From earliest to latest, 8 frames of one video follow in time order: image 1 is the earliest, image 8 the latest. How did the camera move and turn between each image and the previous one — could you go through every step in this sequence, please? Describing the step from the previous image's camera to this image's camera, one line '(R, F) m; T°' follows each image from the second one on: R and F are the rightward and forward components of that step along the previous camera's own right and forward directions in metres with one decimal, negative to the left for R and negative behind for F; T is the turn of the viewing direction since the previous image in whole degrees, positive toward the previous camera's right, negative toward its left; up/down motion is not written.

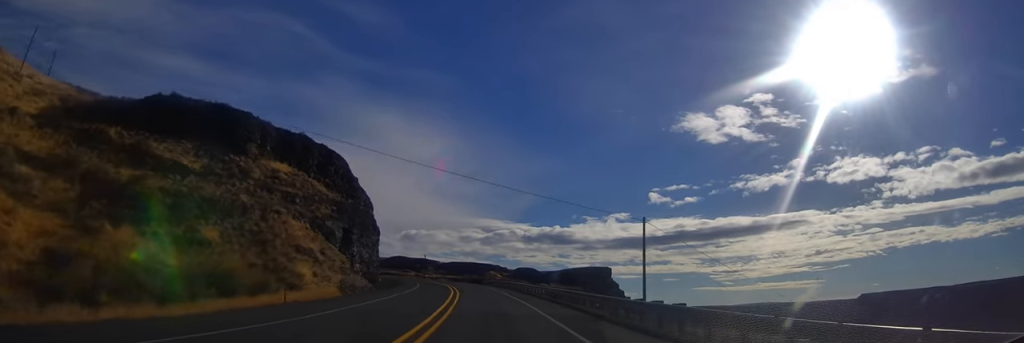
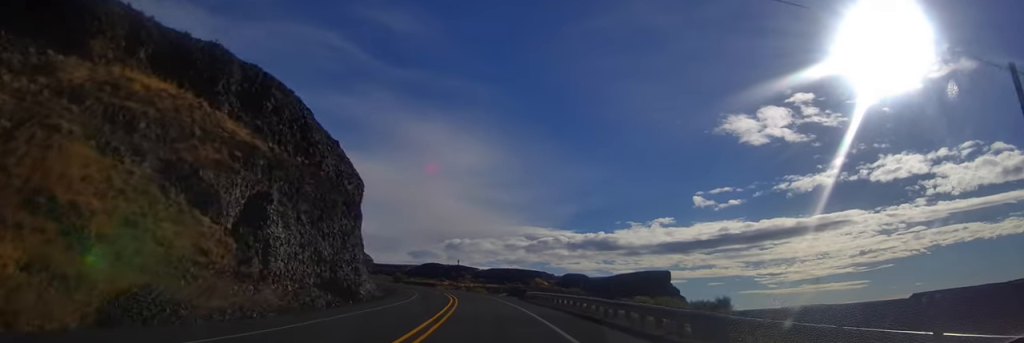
(-1.2, +36.5) m; -4°
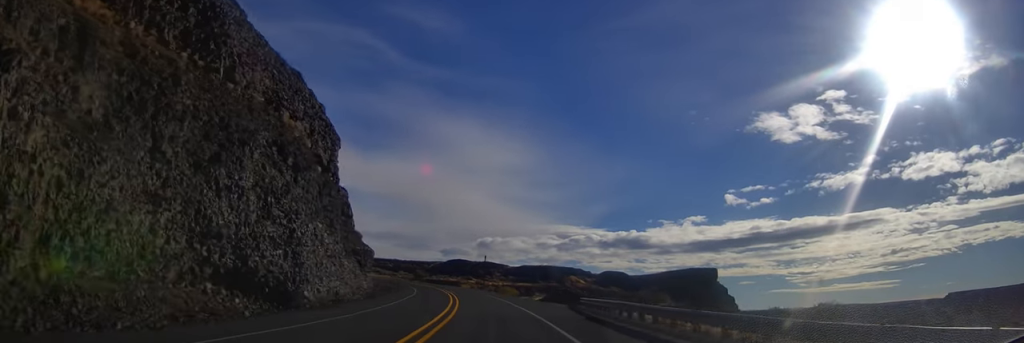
(-0.6, +25.3) m; -3°
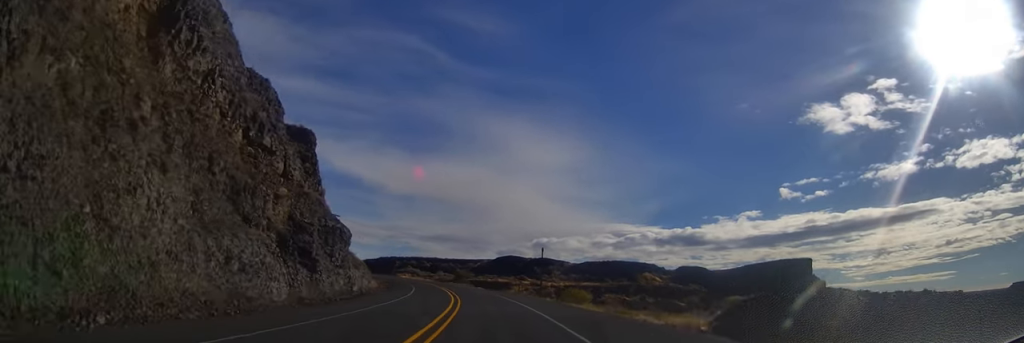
(-1.5, +42.2) m; -5°
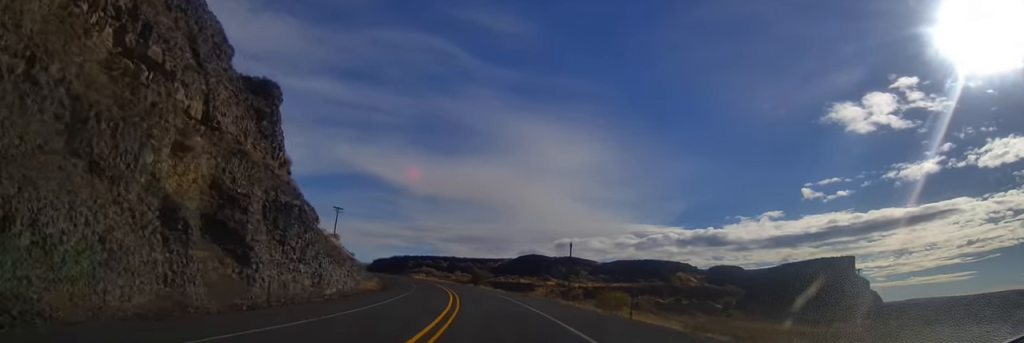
(-0.4, +15.9) m; -3°
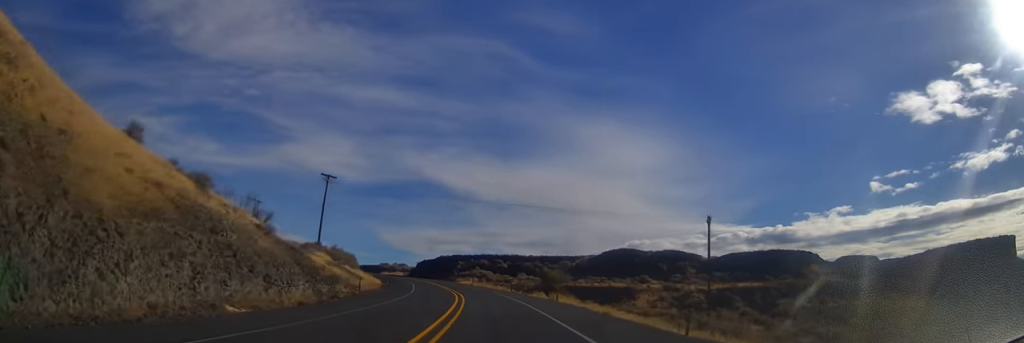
(-3.5, +49.6) m; -7°
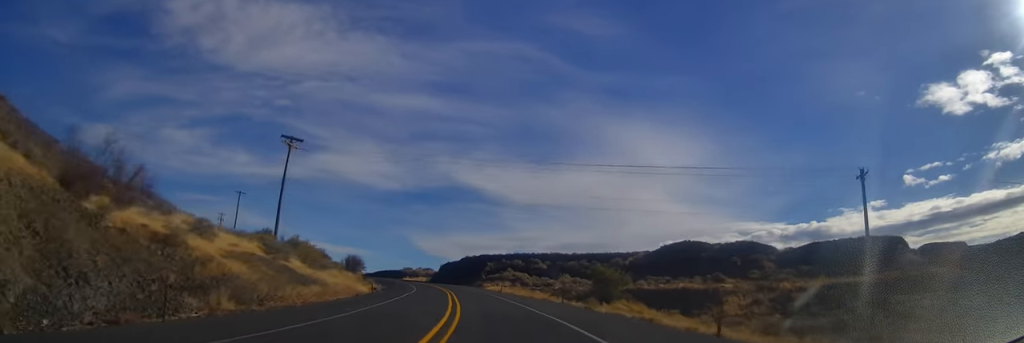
(-0.5, +26.8) m; -3°
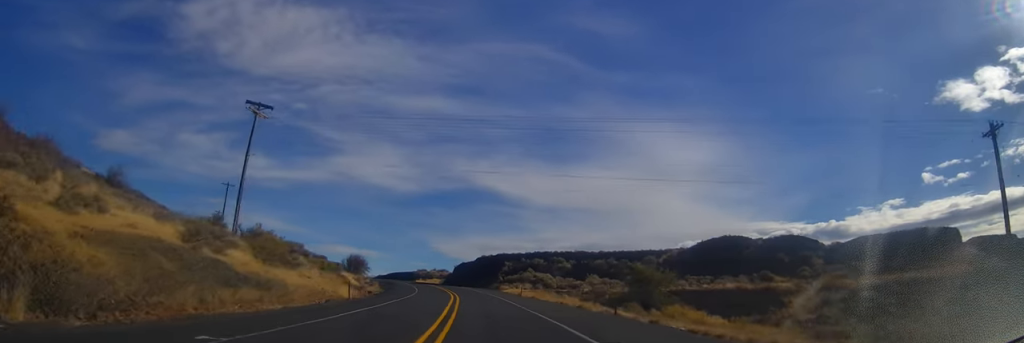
(-0.4, +12.8) m; -2°
